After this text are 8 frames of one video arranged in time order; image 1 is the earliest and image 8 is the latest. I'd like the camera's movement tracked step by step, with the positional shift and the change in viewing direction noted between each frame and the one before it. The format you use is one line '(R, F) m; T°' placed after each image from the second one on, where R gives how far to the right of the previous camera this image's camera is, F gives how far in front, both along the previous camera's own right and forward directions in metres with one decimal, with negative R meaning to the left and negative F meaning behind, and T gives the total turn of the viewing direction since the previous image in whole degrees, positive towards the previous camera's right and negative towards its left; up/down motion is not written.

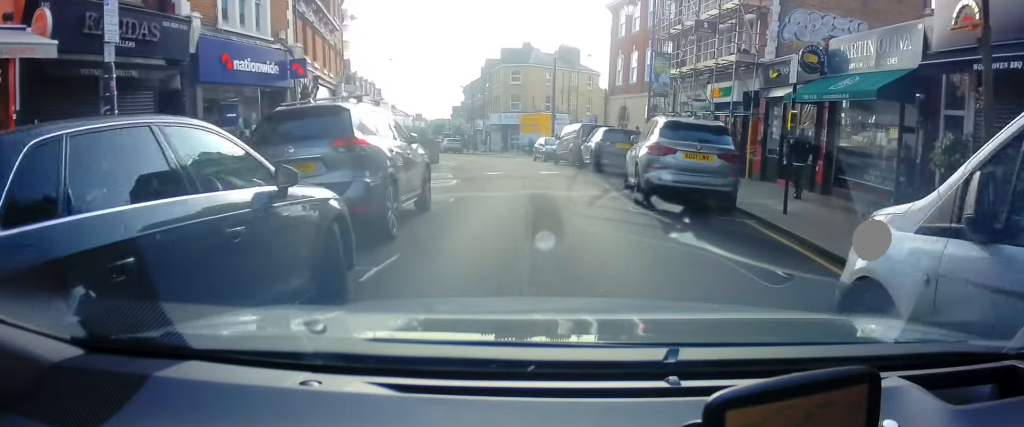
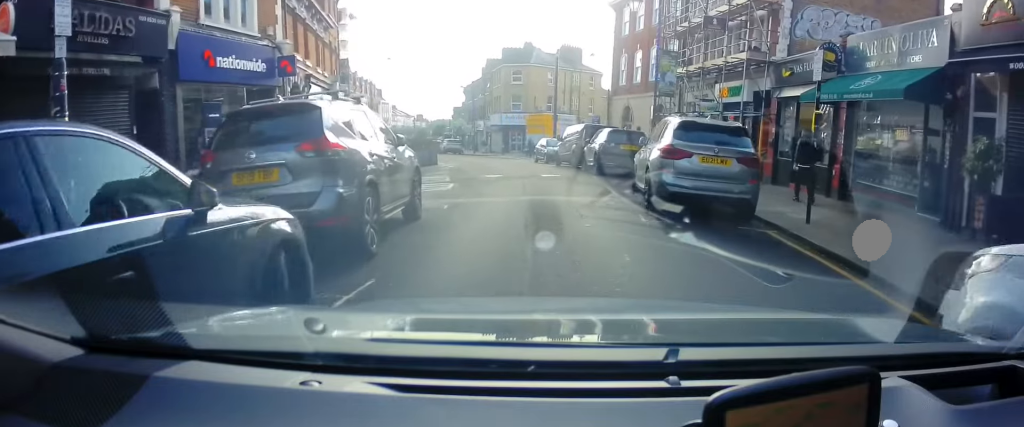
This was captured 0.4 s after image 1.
(+0.2, +1.0) m; +3°
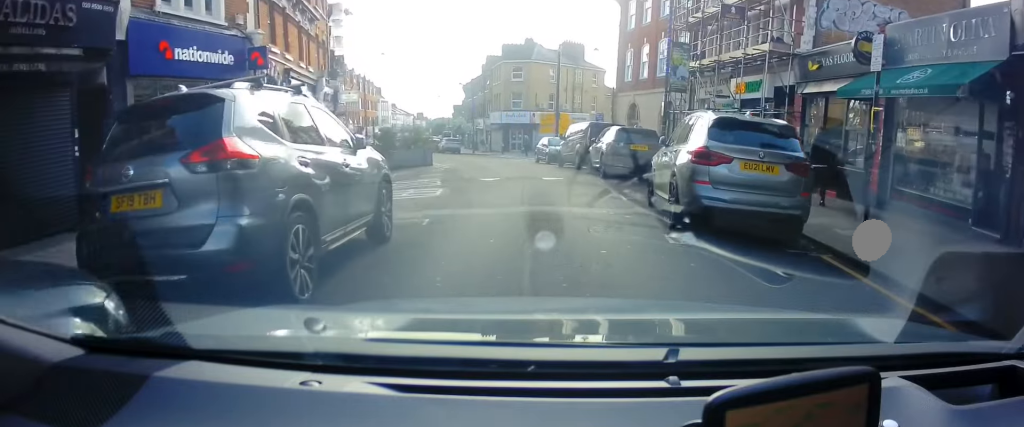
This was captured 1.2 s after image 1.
(0.0, +2.0) m; -2°
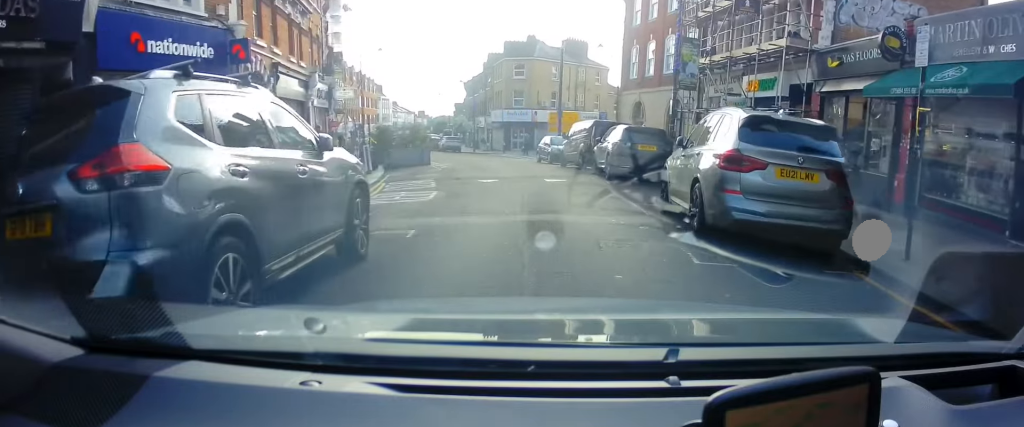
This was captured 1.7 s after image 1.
(0.0, +1.2) m; -3°
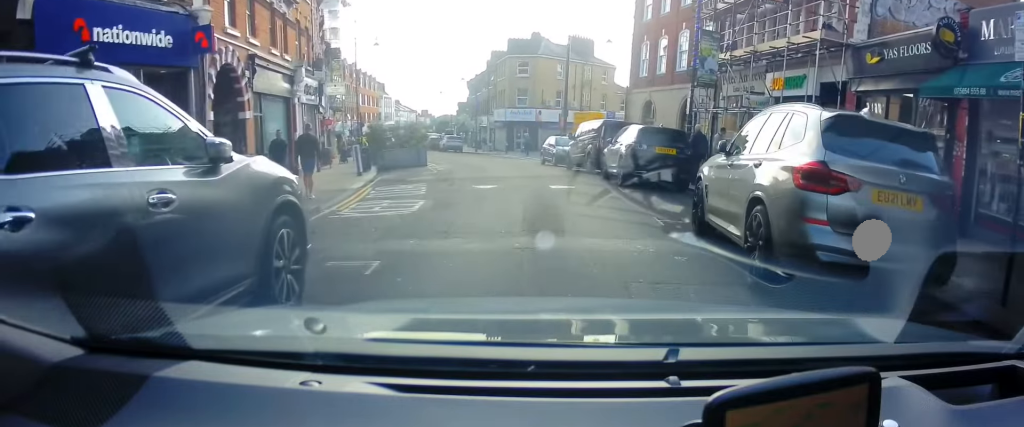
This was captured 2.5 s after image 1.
(0.0, +2.1) m; 0°
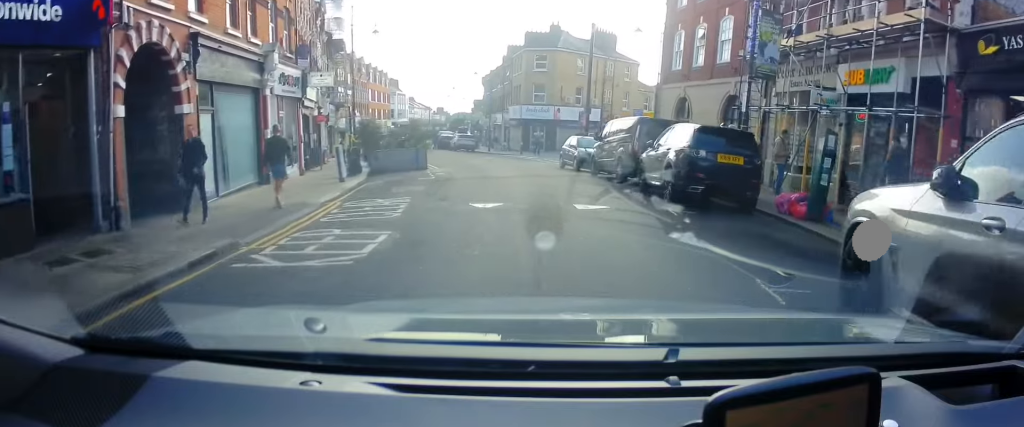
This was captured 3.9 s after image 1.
(-0.1, +4.2) m; -5°
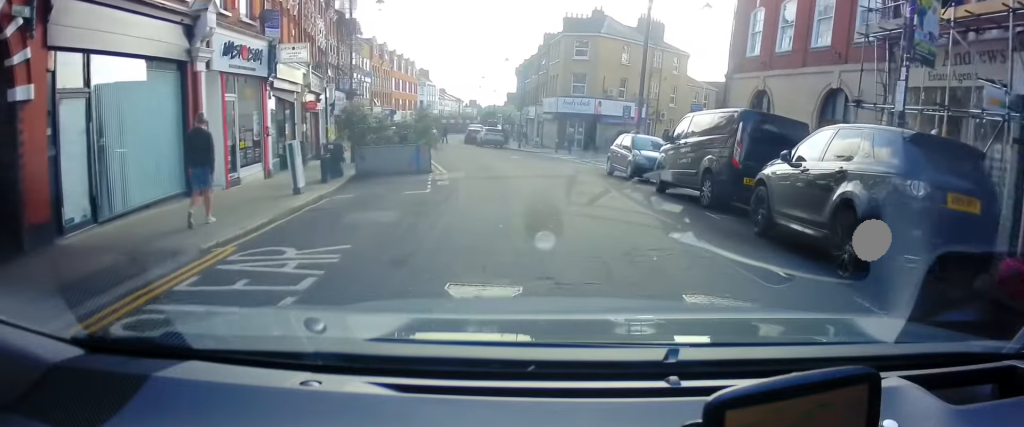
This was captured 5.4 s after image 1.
(0.0, +6.3) m; -1°
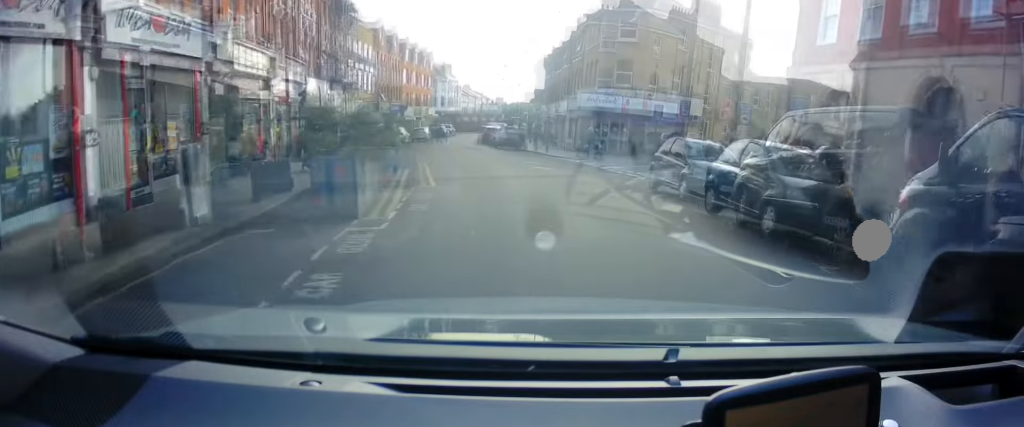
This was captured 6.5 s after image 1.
(-0.2, +5.7) m; -3°
